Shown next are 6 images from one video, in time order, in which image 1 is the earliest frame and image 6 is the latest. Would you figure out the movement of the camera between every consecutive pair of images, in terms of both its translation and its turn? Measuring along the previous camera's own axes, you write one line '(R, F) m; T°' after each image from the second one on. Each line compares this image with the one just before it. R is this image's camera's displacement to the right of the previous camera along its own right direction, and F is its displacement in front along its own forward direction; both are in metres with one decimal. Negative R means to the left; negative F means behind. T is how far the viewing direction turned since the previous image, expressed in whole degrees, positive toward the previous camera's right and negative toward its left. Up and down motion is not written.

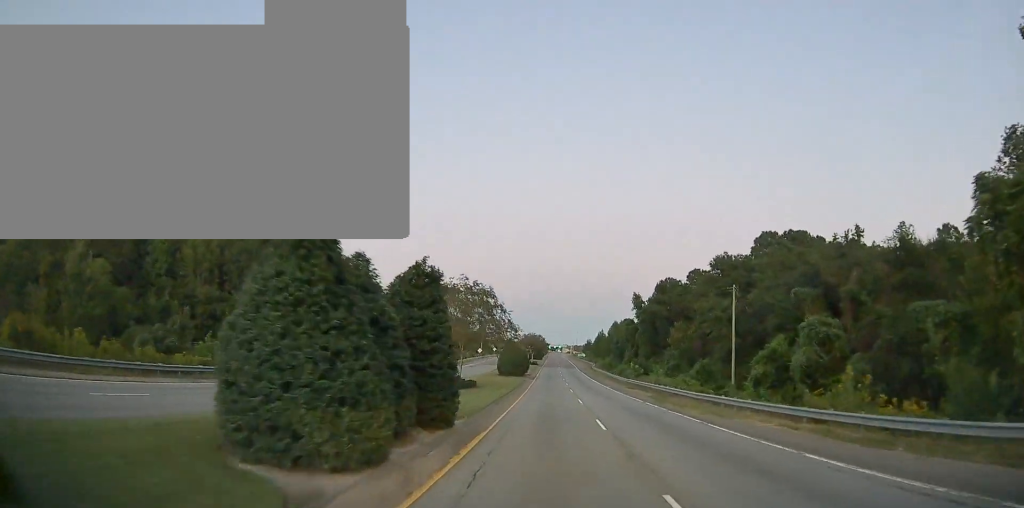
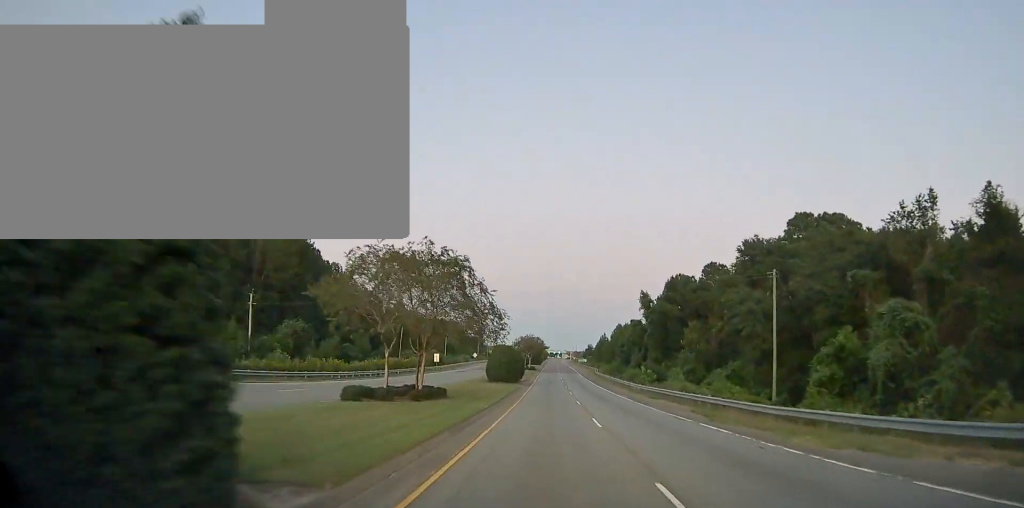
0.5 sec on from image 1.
(0.0, +11.3) m; 0°
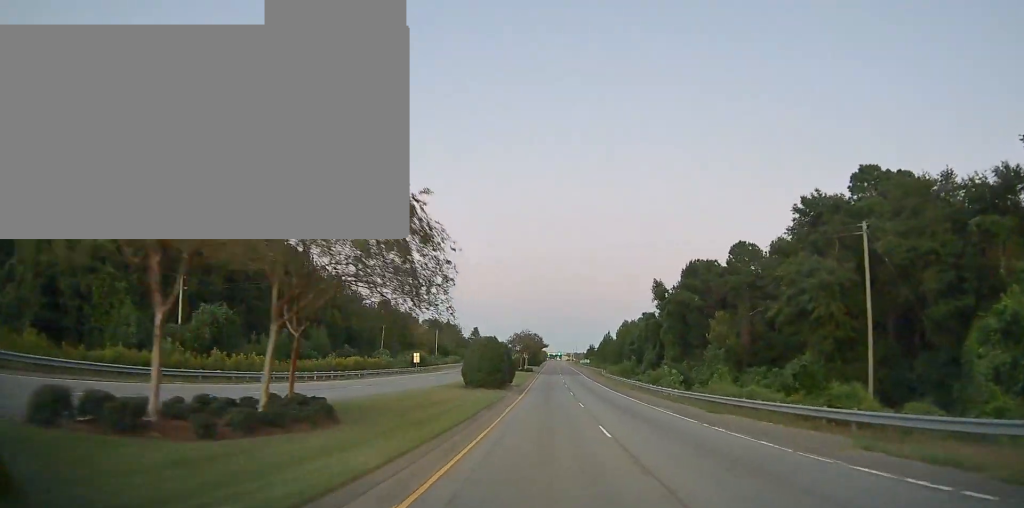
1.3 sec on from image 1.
(+0.2, +15.3) m; 0°
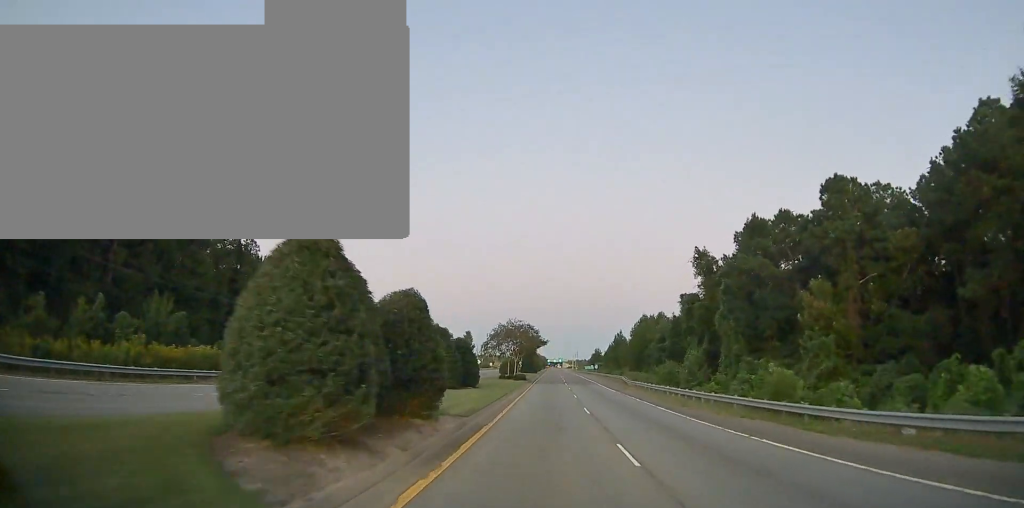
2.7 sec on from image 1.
(-0.3, +28.7) m; 0°
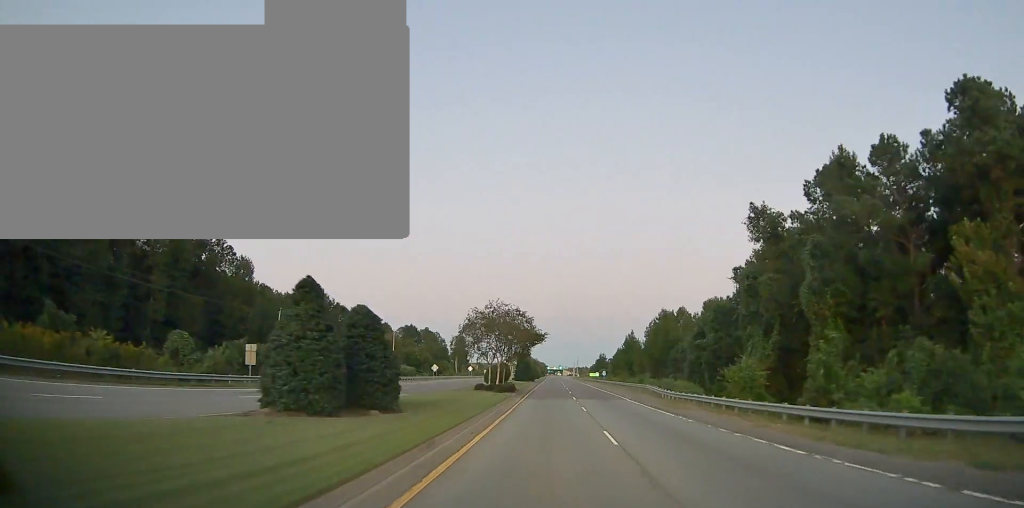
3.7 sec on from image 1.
(+0.2, +20.8) m; 0°
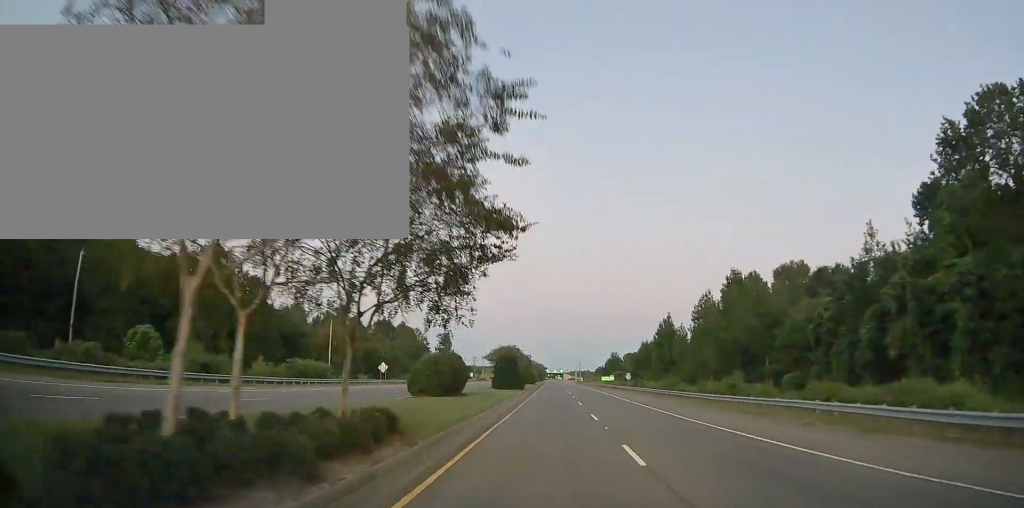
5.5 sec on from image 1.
(-0.3, +38.5) m; -1°
